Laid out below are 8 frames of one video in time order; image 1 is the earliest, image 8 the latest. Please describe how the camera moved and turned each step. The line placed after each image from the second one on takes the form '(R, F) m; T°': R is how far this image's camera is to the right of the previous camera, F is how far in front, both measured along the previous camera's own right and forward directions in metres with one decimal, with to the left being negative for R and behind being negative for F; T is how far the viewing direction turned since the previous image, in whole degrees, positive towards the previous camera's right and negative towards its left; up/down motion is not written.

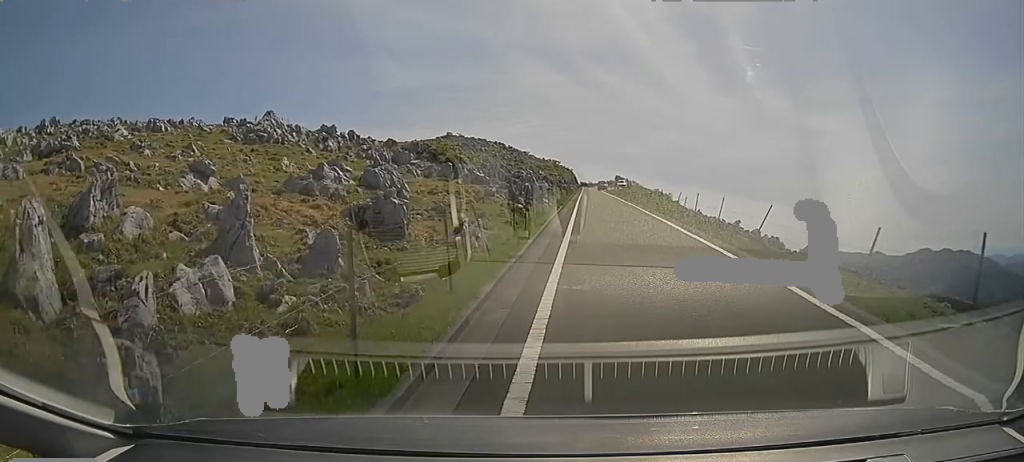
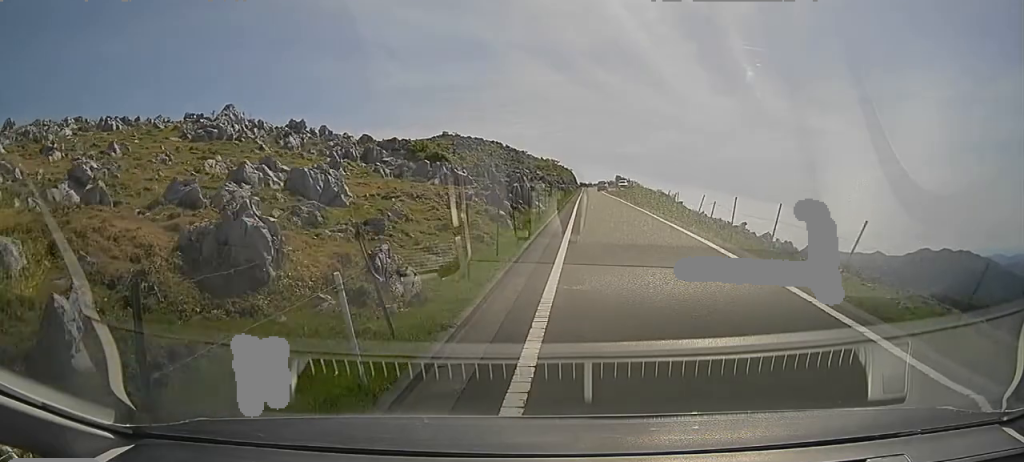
(0.0, +4.9) m; 0°
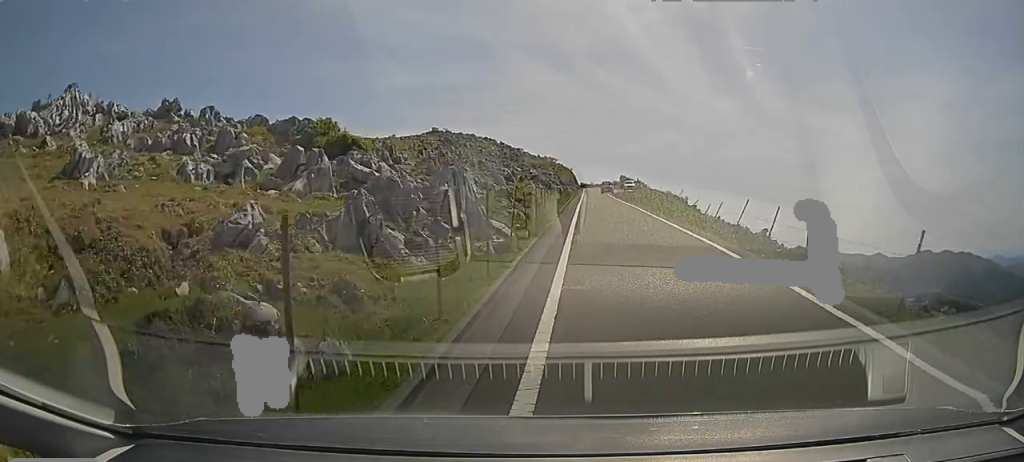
(+0.9, +14.3) m; +4°
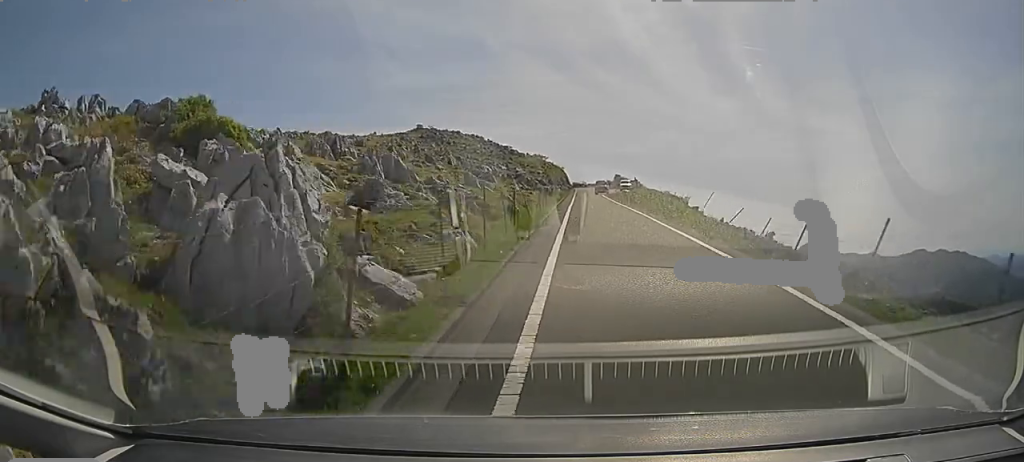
(-0.3, +8.1) m; 0°
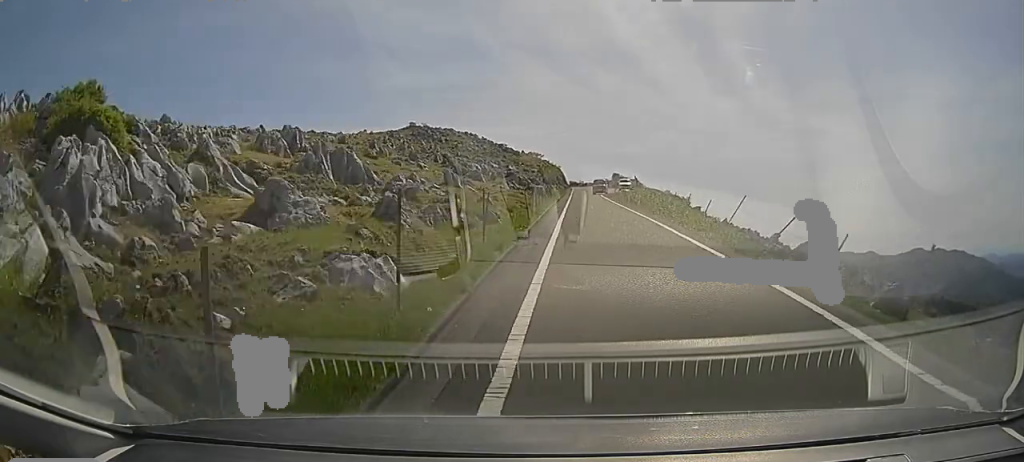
(-0.1, +4.4) m; 0°
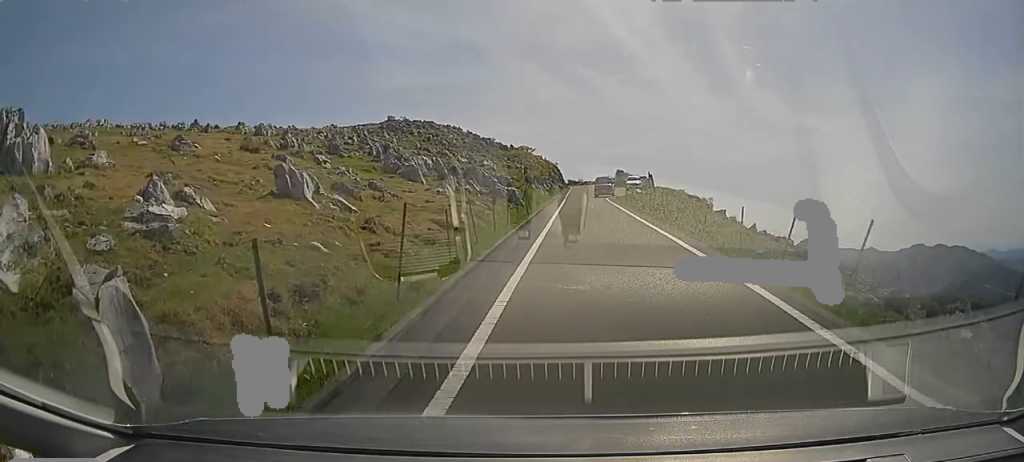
(-0.1, +16.9) m; -3°
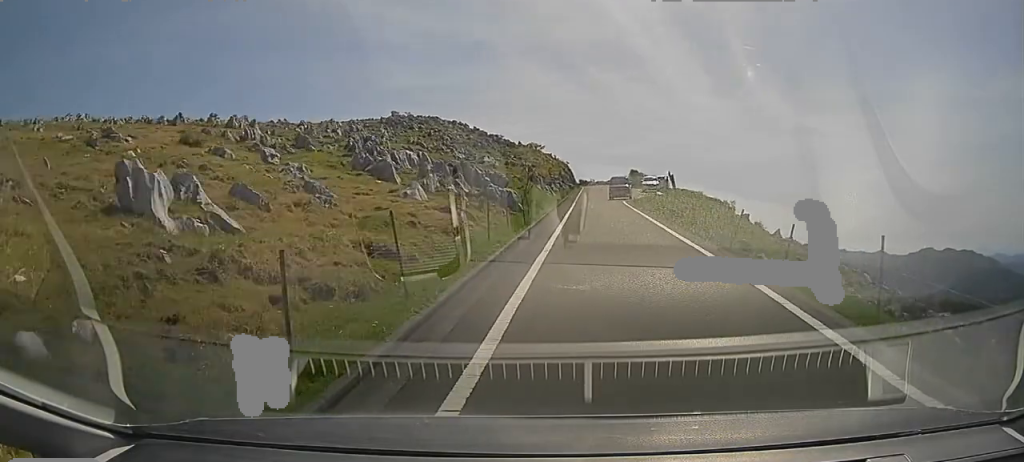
(0.0, +6.0) m; 0°
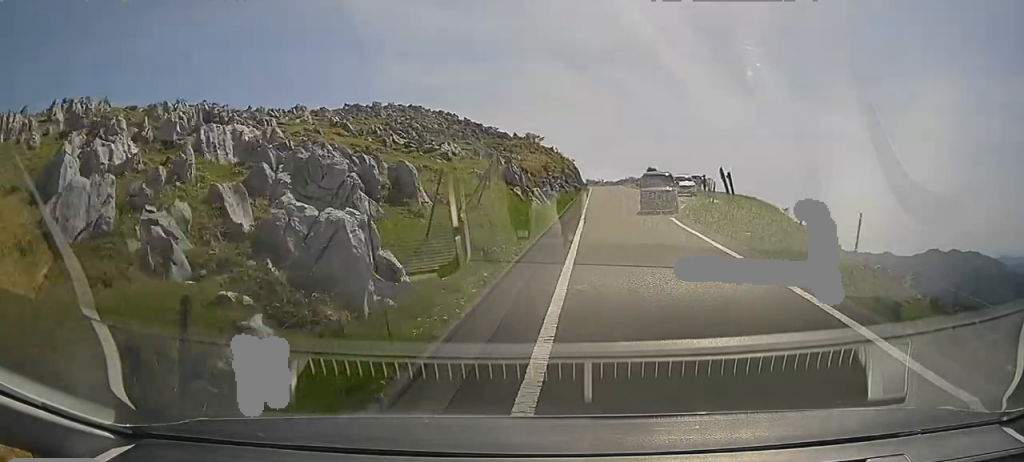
(0.0, +16.9) m; +2°
